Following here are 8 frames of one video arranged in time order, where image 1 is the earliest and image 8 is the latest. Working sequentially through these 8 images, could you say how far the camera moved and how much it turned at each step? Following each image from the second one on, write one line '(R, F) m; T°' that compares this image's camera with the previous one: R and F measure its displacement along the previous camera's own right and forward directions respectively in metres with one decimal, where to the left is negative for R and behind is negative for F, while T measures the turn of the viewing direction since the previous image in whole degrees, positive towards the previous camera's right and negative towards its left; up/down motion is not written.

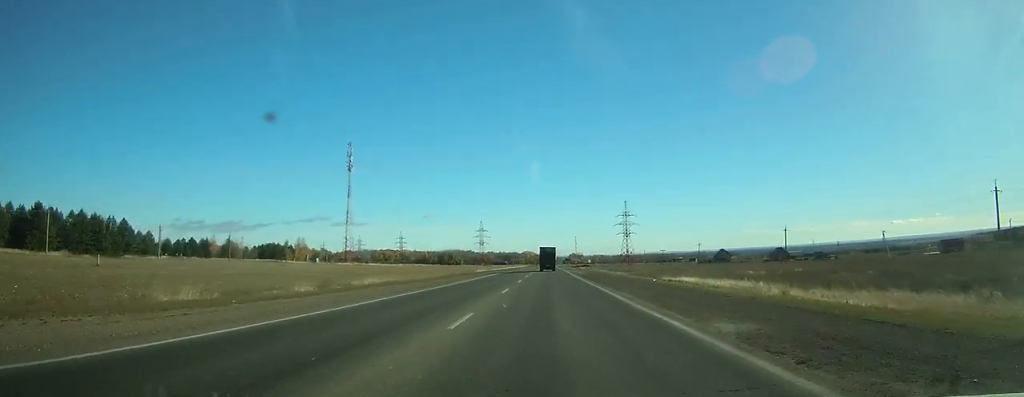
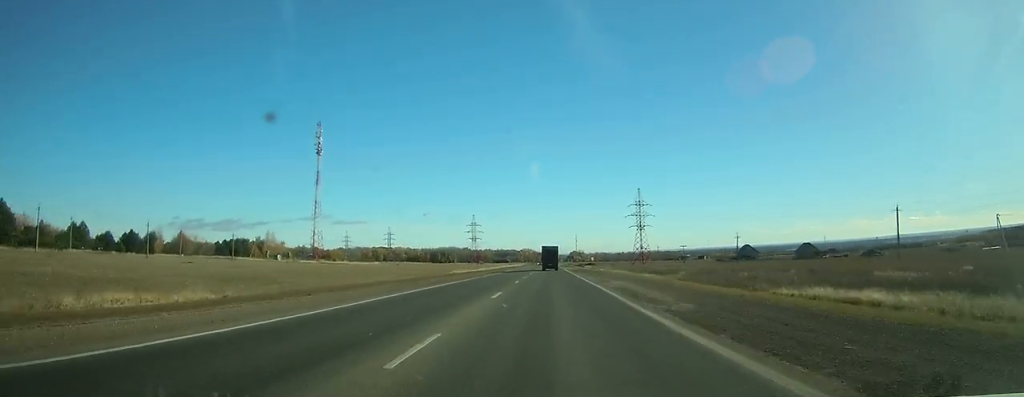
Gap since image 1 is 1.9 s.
(+0.1, +40.6) m; 0°
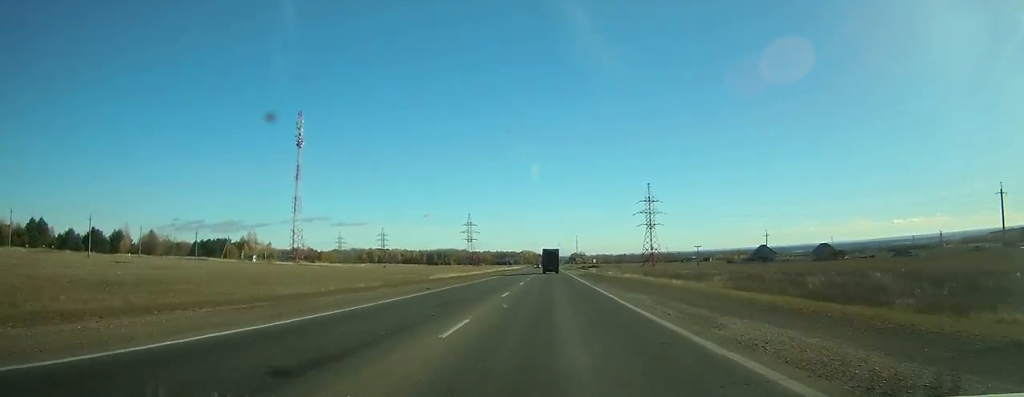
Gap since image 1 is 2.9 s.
(0.0, +21.1) m; 0°
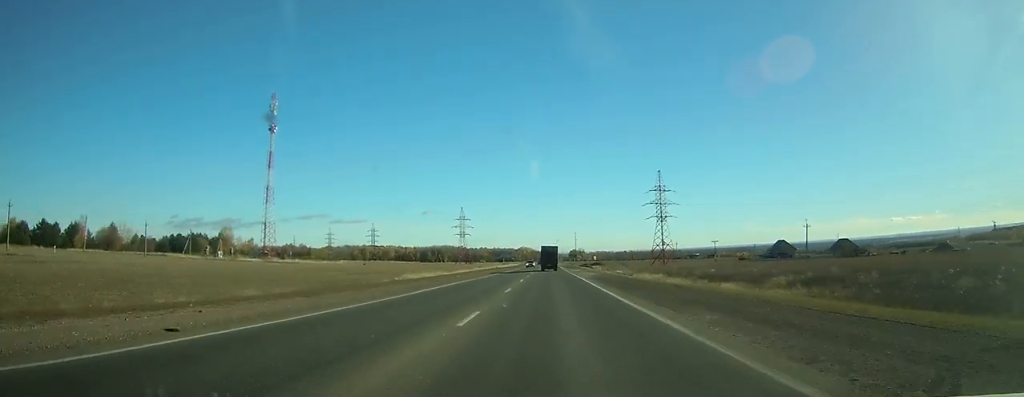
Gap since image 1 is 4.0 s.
(0.0, +22.6) m; 0°
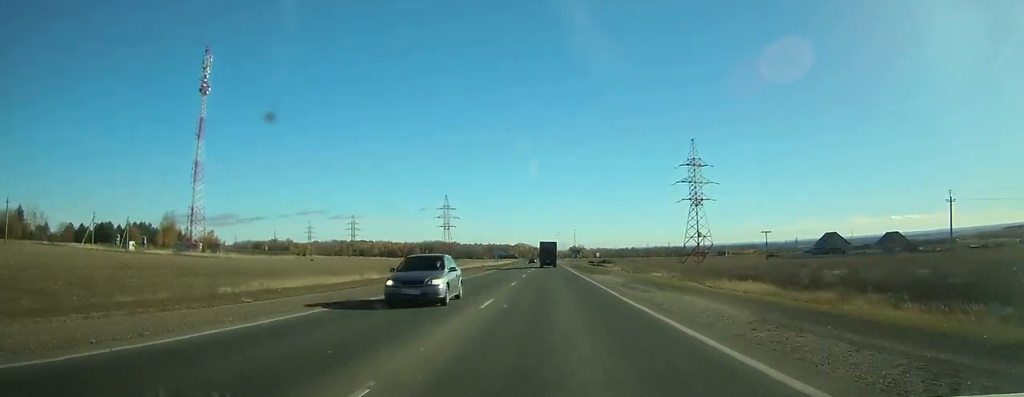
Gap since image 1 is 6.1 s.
(+0.2, +43.1) m; 0°
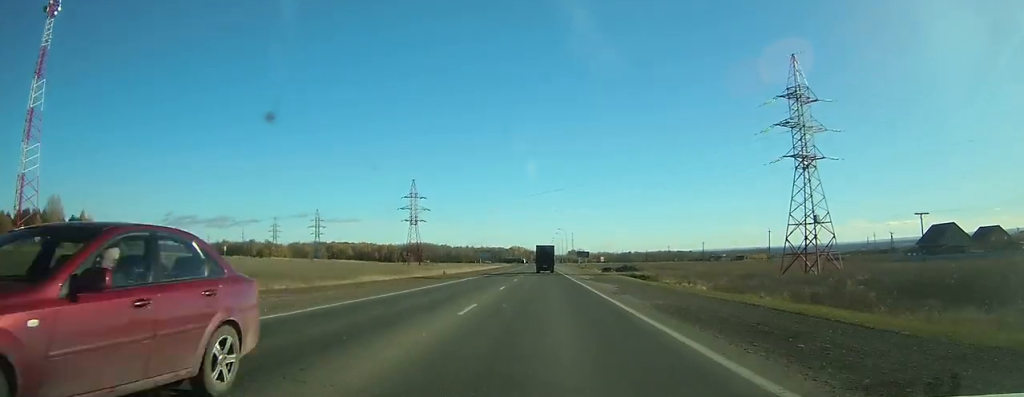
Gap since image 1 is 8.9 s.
(+0.1, +55.2) m; 0°
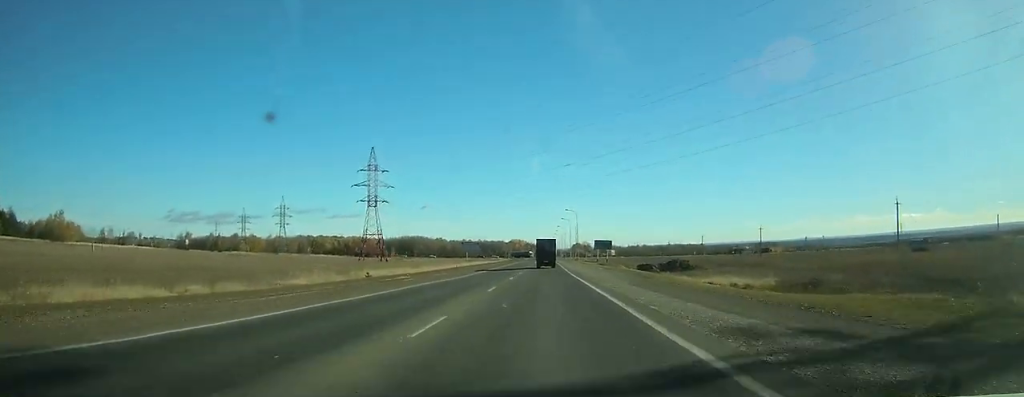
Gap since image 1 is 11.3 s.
(-0.1, +44.4) m; 0°
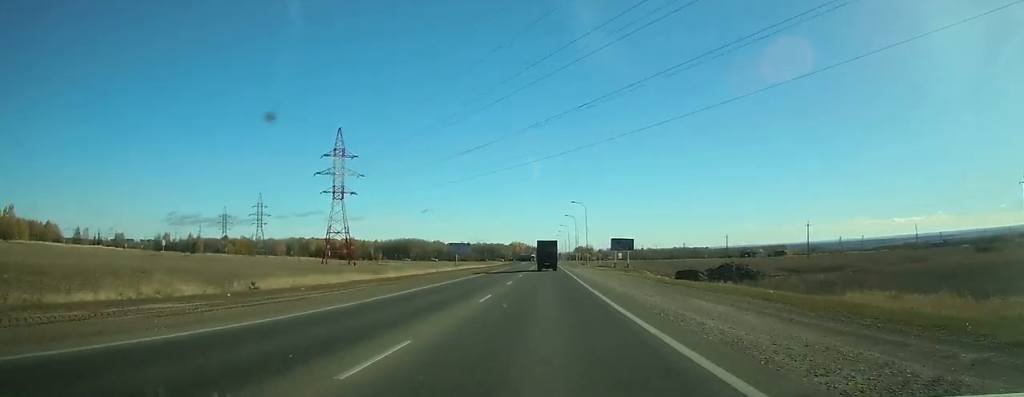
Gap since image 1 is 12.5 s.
(0.0, +24.1) m; 0°
